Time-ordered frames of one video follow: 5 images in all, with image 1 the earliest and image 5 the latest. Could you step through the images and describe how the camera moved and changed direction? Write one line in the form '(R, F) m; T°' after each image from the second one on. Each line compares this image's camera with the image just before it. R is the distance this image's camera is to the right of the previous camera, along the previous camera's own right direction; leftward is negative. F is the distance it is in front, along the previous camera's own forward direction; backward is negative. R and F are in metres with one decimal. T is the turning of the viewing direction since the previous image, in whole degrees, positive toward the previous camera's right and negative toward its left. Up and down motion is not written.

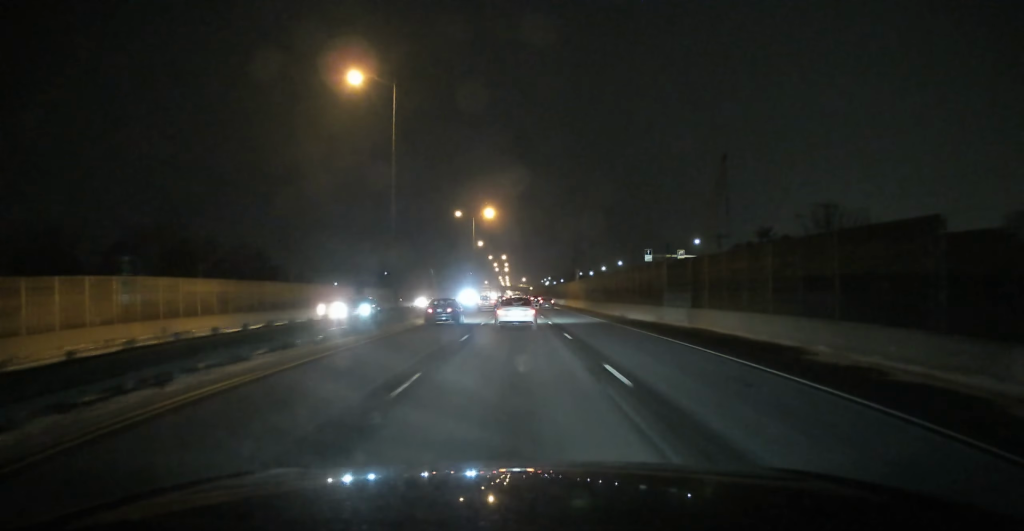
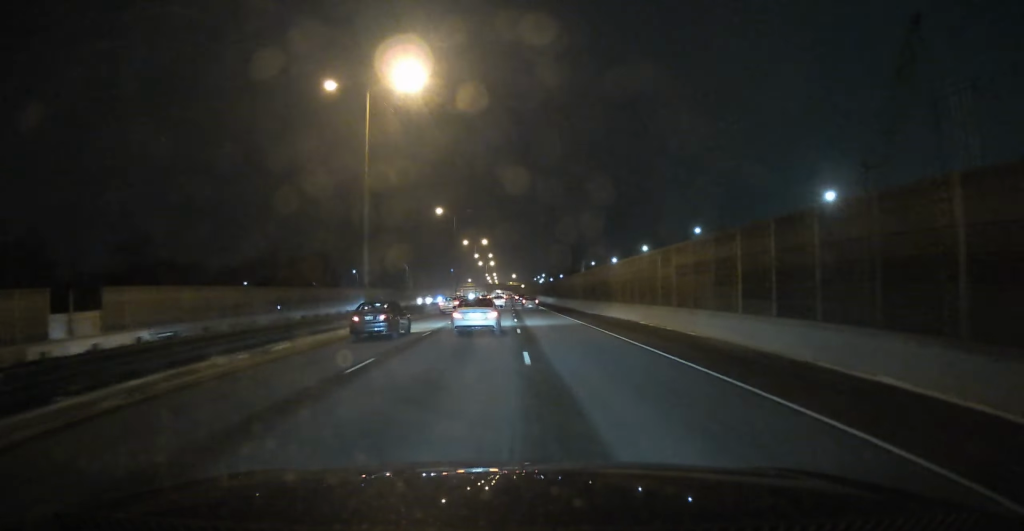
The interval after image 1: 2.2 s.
(+0.5, +69.9) m; 0°
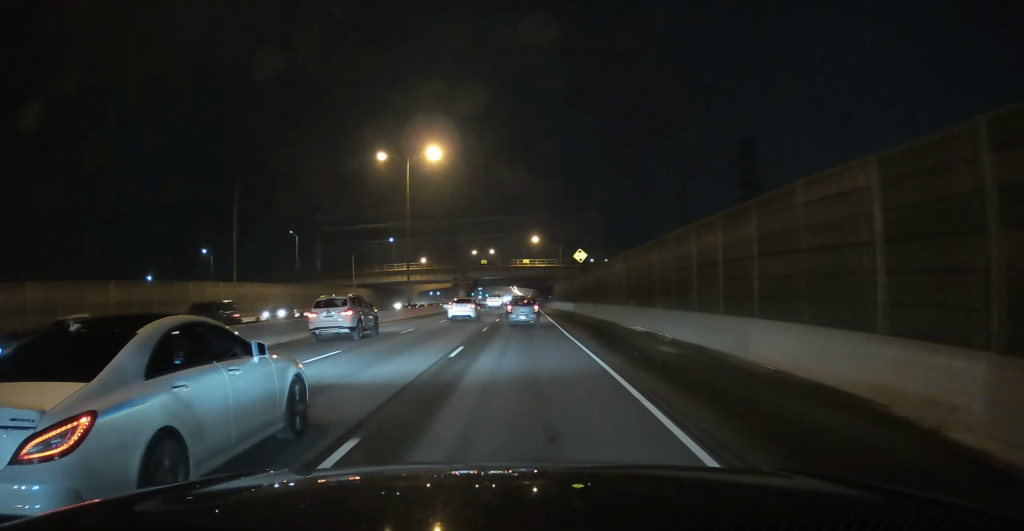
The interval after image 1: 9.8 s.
(-2.8, +227.1) m; -1°
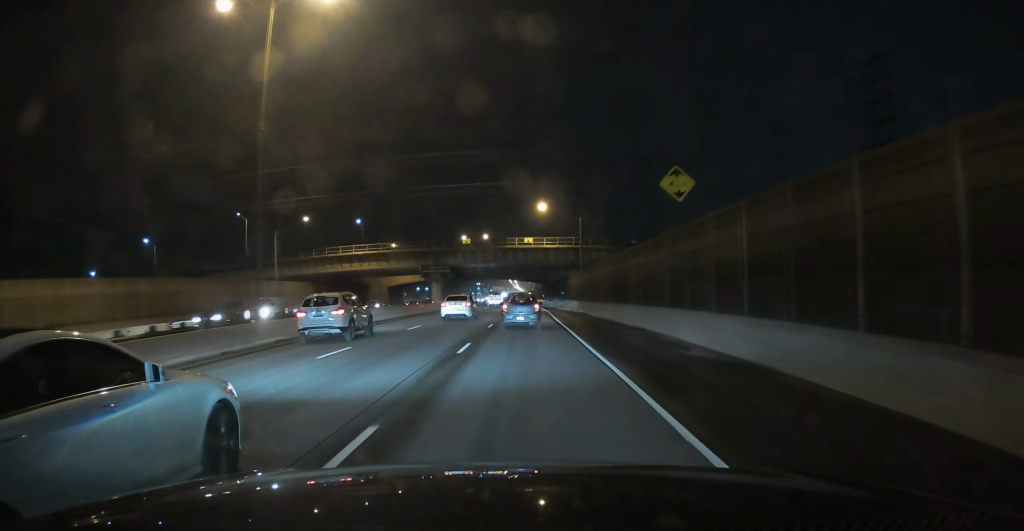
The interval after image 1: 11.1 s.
(0.0, +36.1) m; 0°
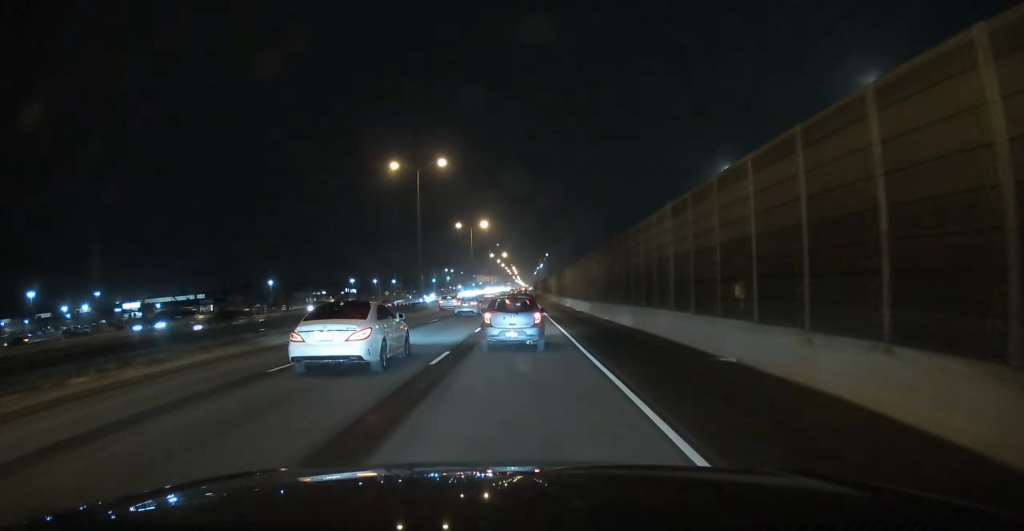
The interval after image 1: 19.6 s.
(-1.1, +212.8) m; 0°
